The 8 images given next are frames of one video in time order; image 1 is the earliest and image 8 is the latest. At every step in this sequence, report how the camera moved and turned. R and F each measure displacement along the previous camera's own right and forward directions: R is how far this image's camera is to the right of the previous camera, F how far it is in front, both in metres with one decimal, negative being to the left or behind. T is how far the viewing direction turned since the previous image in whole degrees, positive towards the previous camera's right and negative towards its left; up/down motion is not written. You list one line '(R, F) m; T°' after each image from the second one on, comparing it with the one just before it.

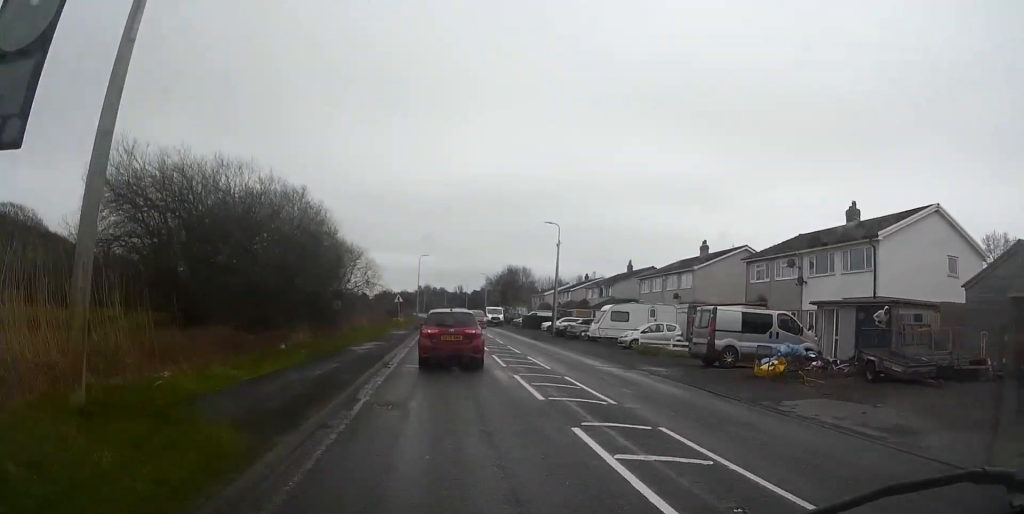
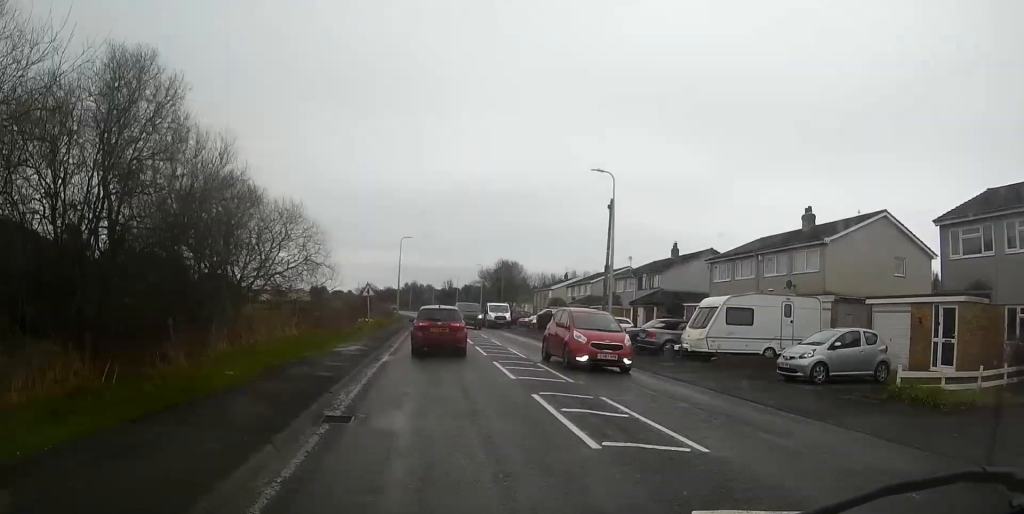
(-0.1, +16.7) m; 0°
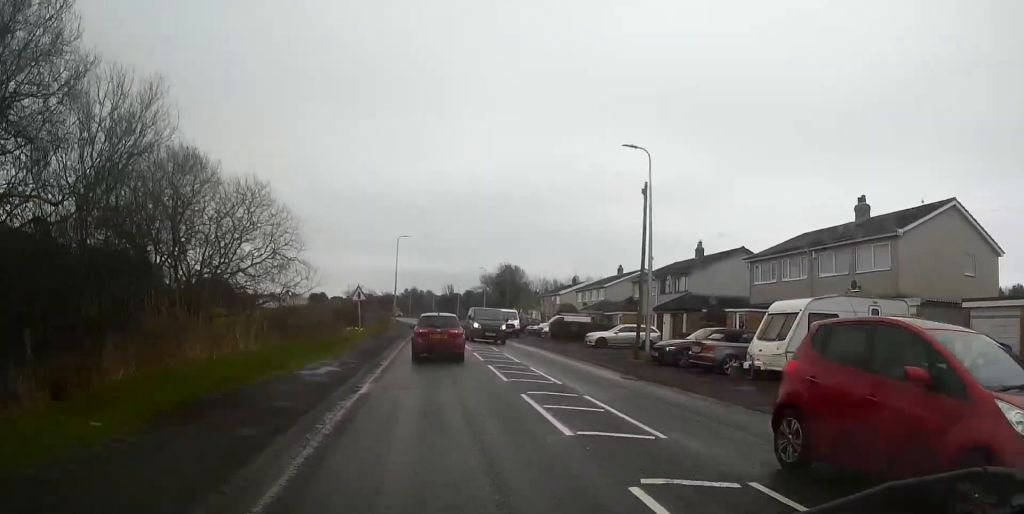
(0.0, +5.0) m; +1°
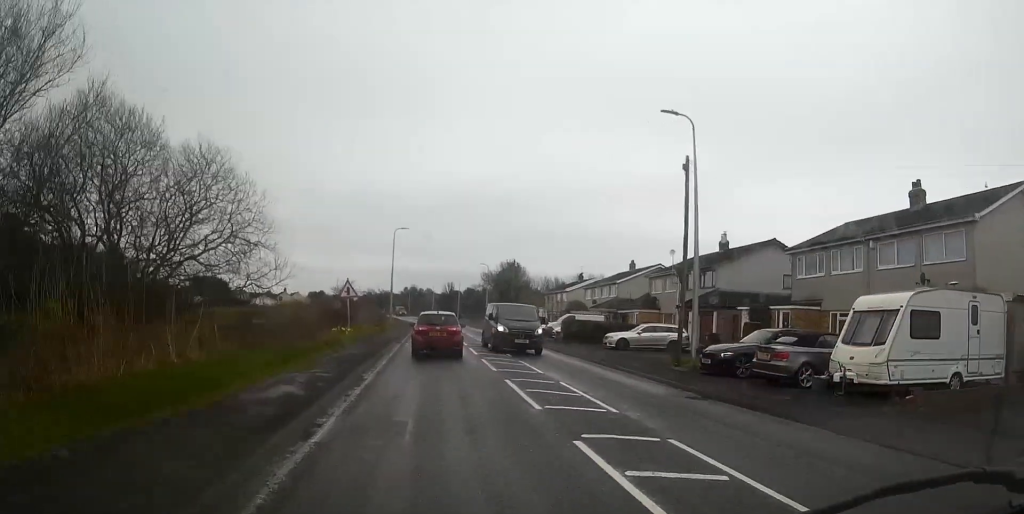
(0.0, +4.1) m; 0°
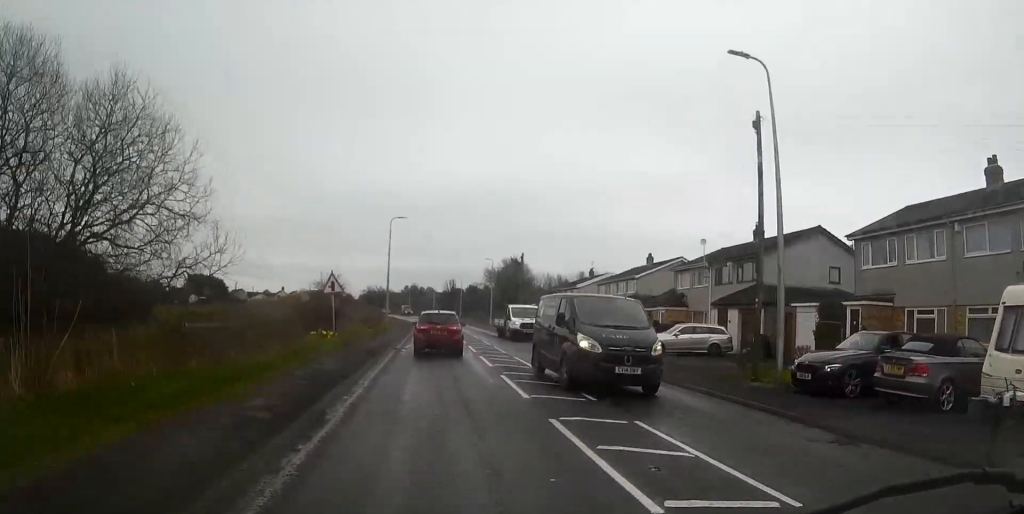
(0.0, +4.7) m; 0°
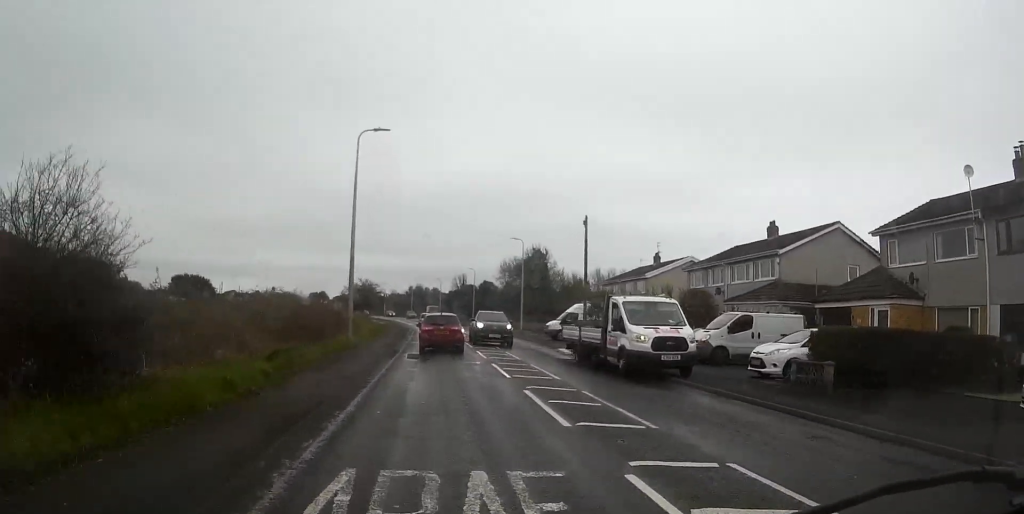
(-0.2, +20.1) m; 0°
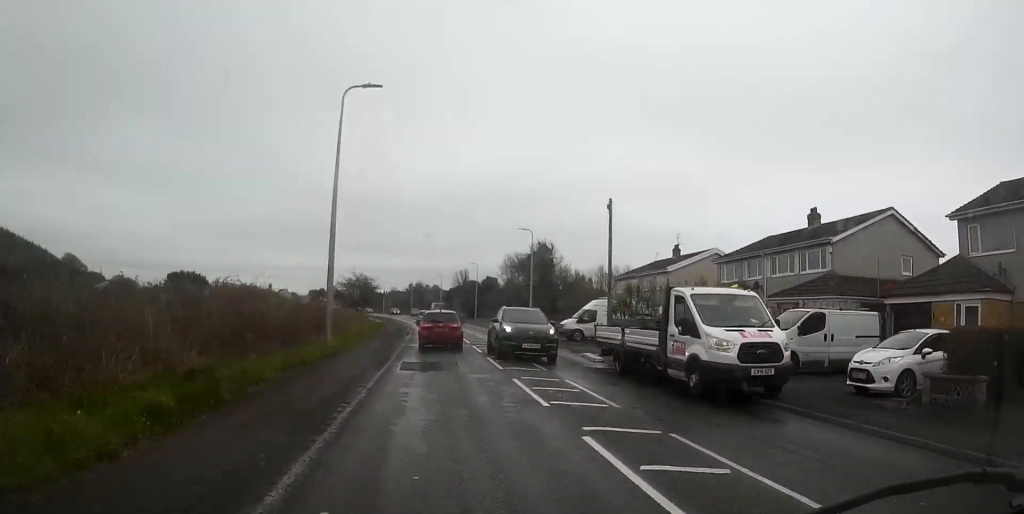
(+0.1, +4.3) m; 0°
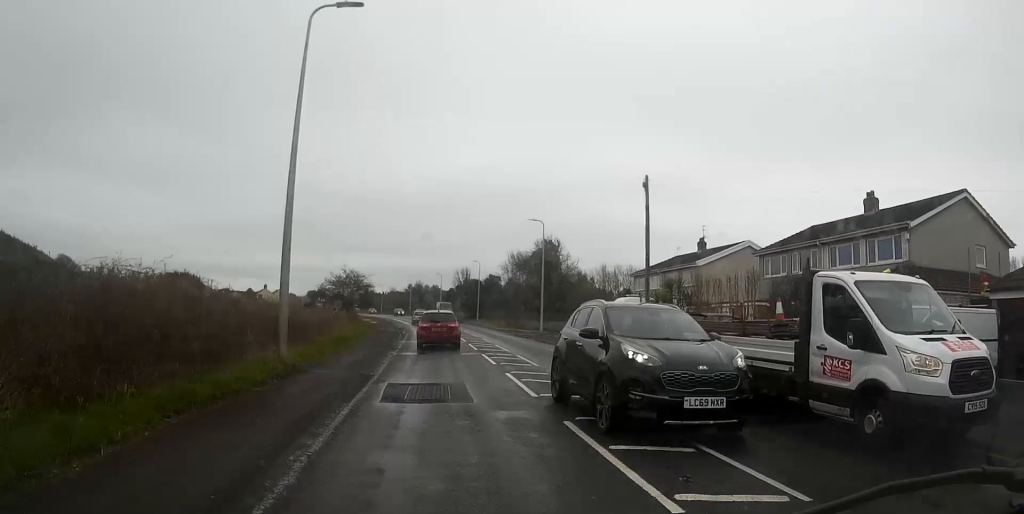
(0.0, +5.0) m; +1°
